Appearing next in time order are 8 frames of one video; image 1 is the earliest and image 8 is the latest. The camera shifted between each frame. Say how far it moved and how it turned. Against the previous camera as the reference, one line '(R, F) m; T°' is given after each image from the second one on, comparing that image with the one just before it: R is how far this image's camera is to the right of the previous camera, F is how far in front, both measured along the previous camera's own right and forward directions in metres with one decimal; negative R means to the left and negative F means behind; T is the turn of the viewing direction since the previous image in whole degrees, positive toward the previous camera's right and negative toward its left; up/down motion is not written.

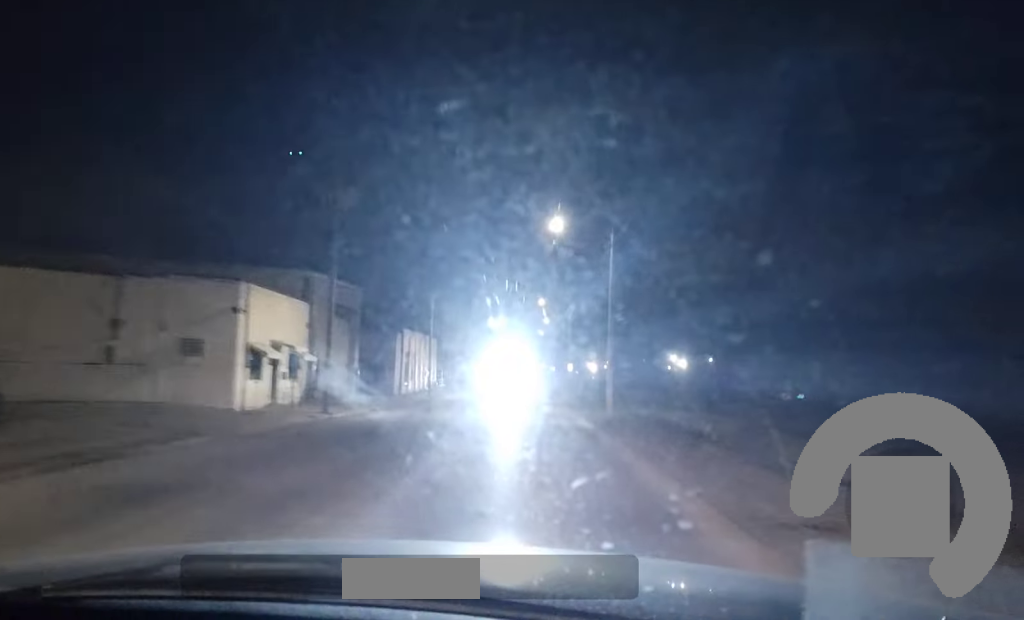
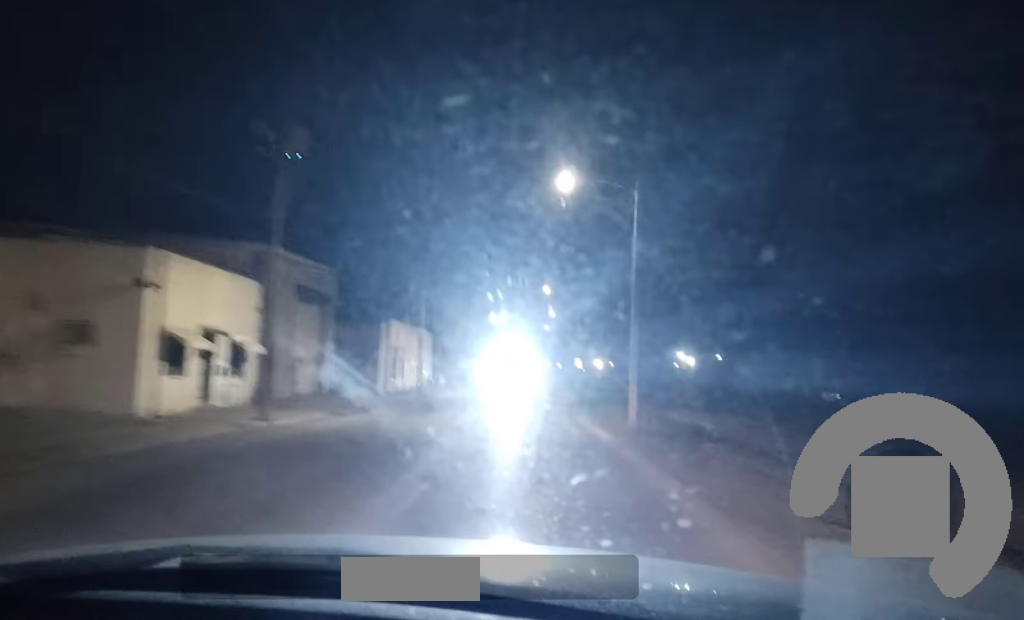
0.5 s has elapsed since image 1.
(+0.1, +7.0) m; 0°
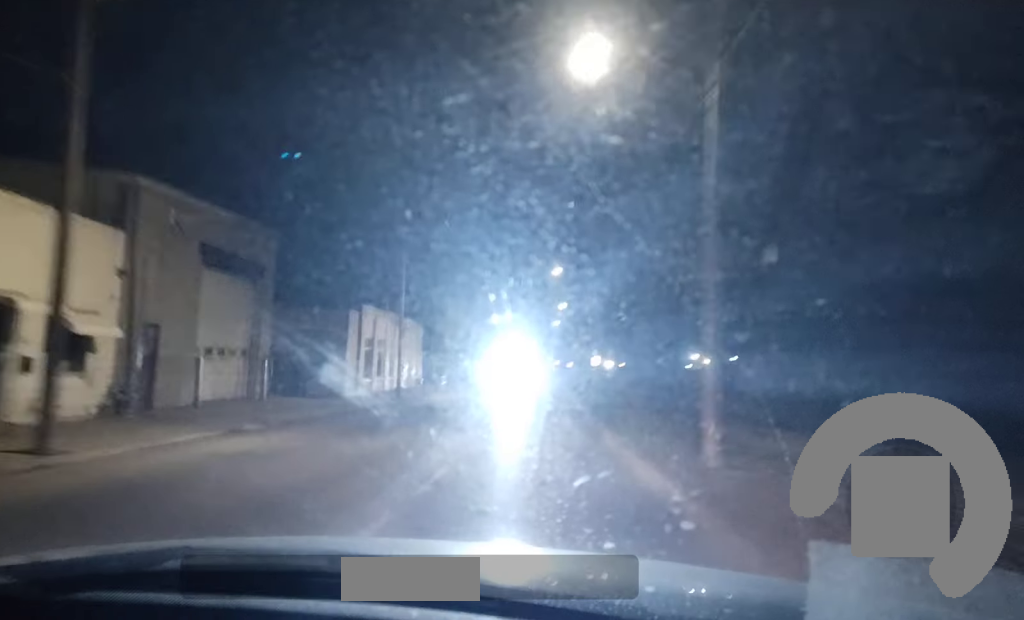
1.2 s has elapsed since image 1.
(0.0, +10.5) m; 0°
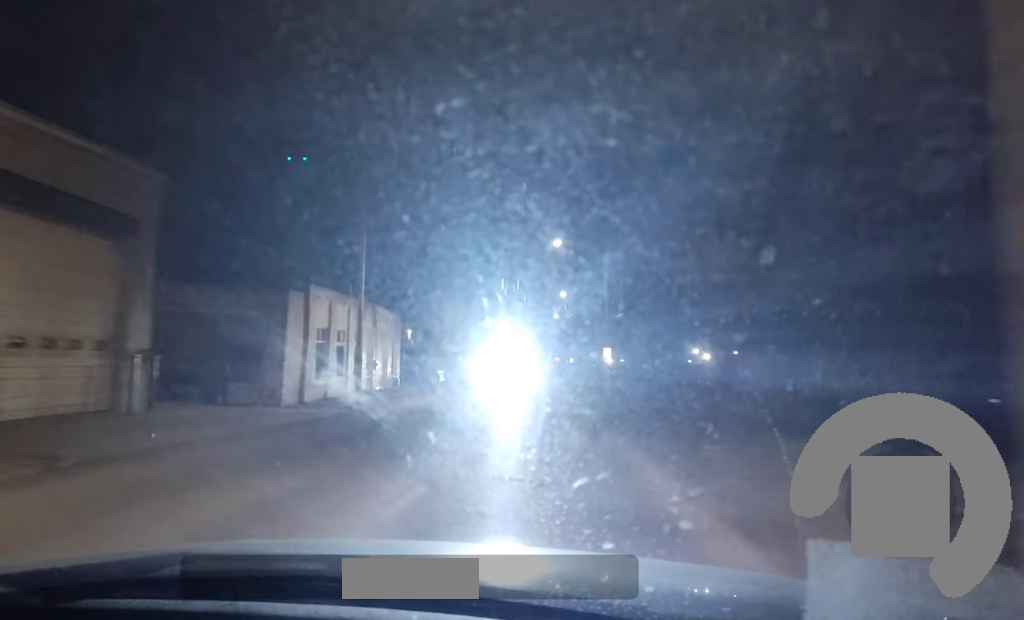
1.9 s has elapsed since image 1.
(-0.1, +9.7) m; 0°
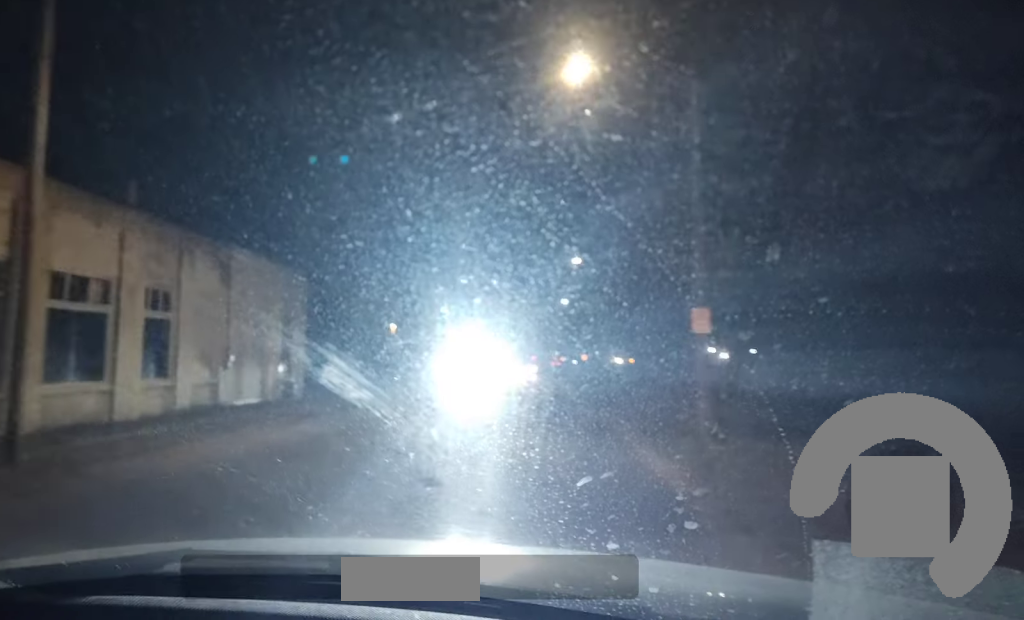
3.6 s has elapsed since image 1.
(0.0, +22.6) m; 0°
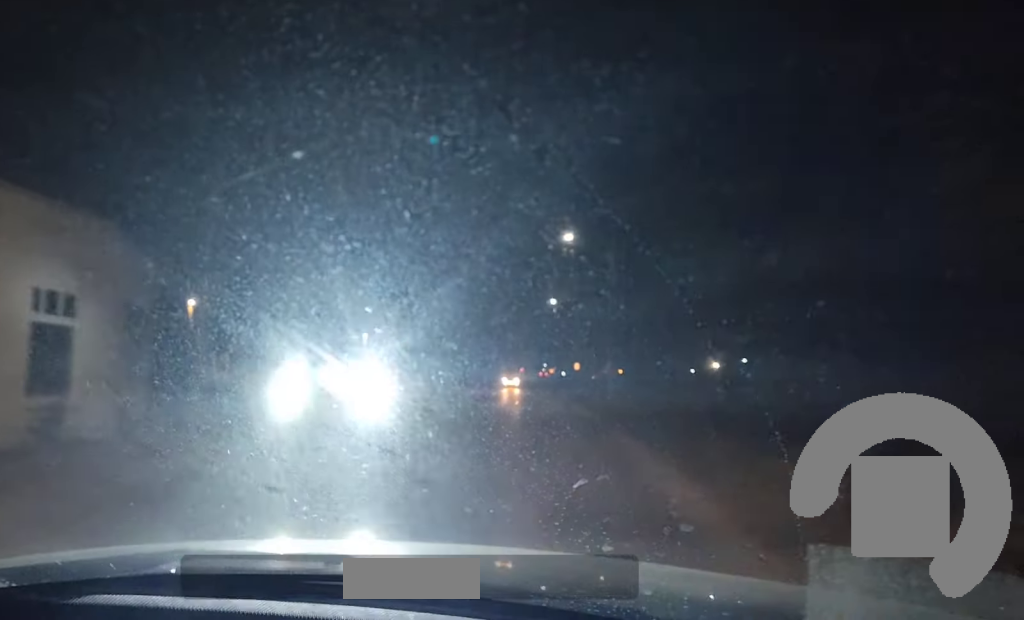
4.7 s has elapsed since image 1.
(+0.2, +14.2) m; 0°
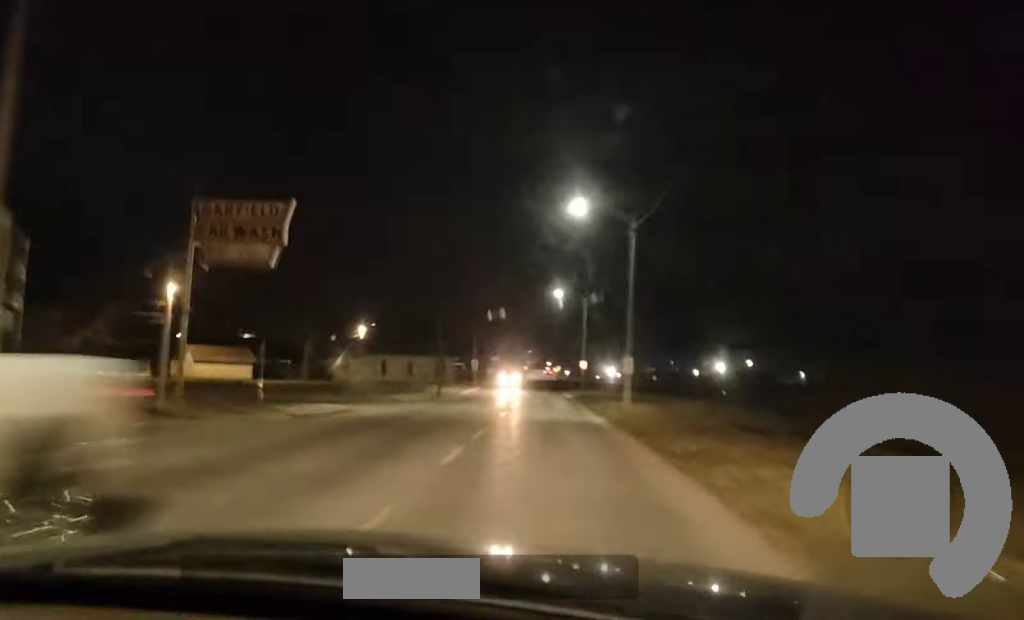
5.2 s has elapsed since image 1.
(-0.1, +8.0) m; 0°
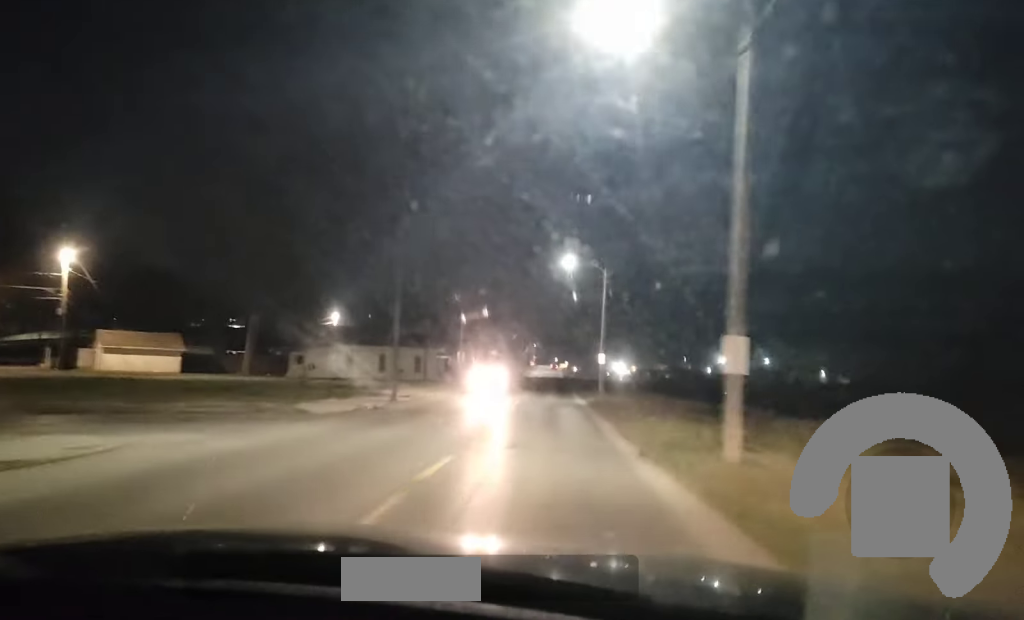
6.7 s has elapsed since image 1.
(+0.1, +18.6) m; +1°
